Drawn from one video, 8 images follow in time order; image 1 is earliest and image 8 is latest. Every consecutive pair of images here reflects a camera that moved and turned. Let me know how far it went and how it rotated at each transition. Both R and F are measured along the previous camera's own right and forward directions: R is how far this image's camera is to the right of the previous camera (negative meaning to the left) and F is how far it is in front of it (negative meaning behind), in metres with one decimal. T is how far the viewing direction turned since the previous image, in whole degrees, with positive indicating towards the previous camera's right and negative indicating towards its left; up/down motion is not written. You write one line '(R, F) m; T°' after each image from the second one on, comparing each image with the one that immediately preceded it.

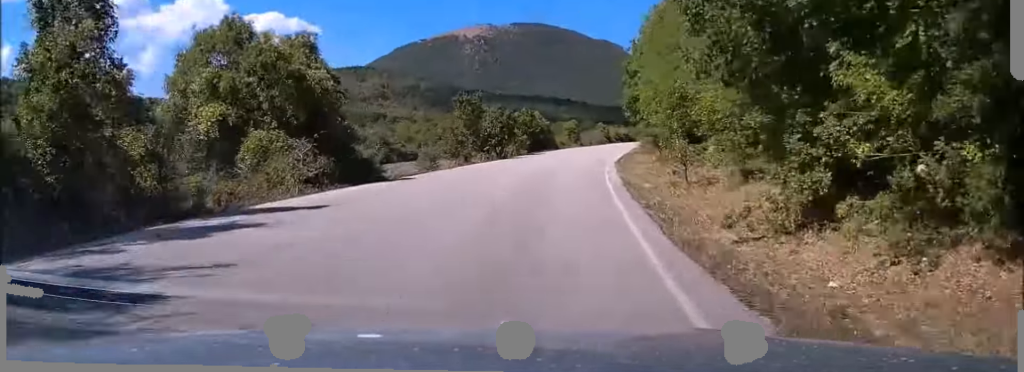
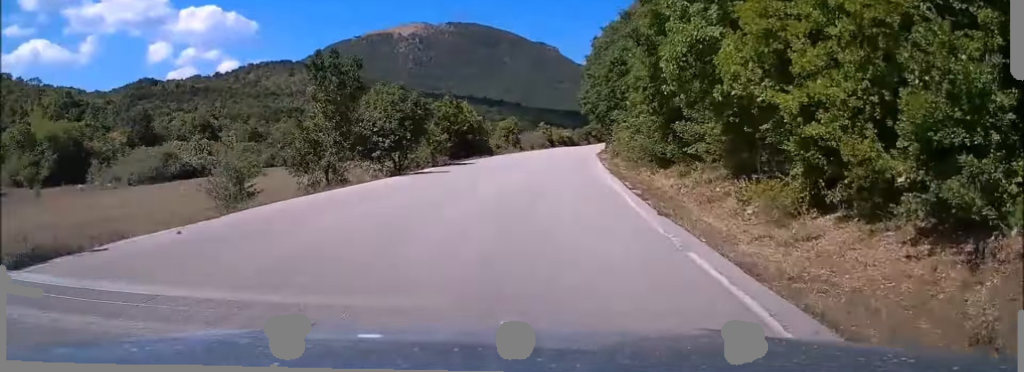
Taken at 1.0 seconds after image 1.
(+0.8, +20.2) m; +5°
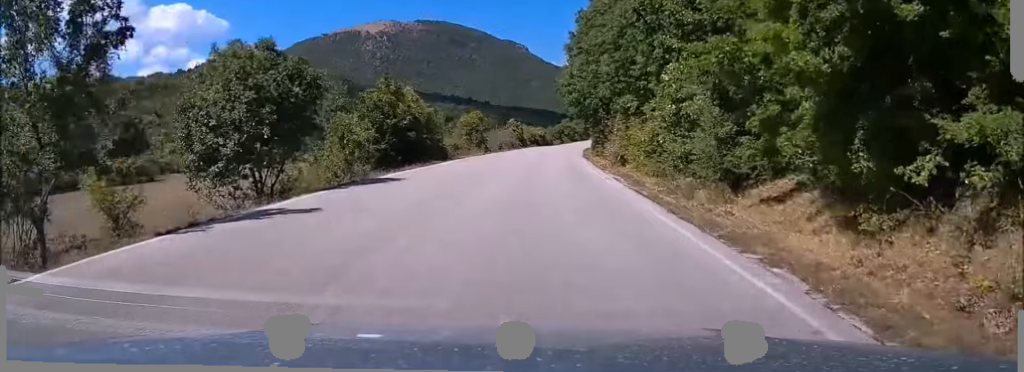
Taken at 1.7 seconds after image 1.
(+0.6, +15.0) m; +3°
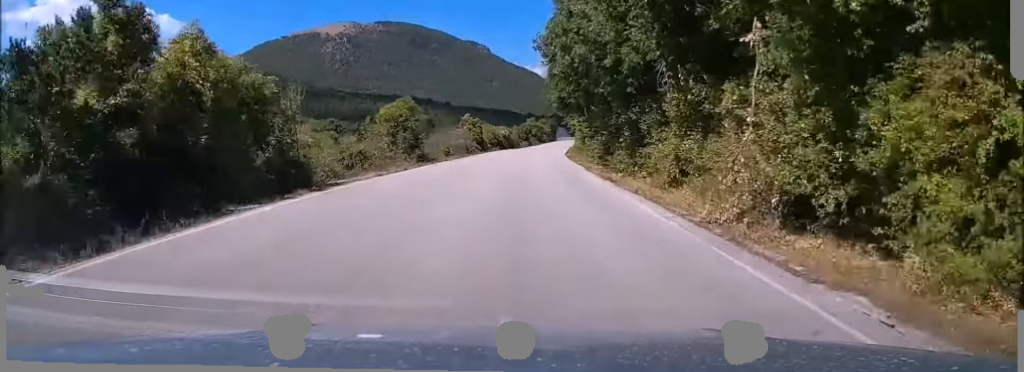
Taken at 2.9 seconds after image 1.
(+0.9, +24.1) m; +3°
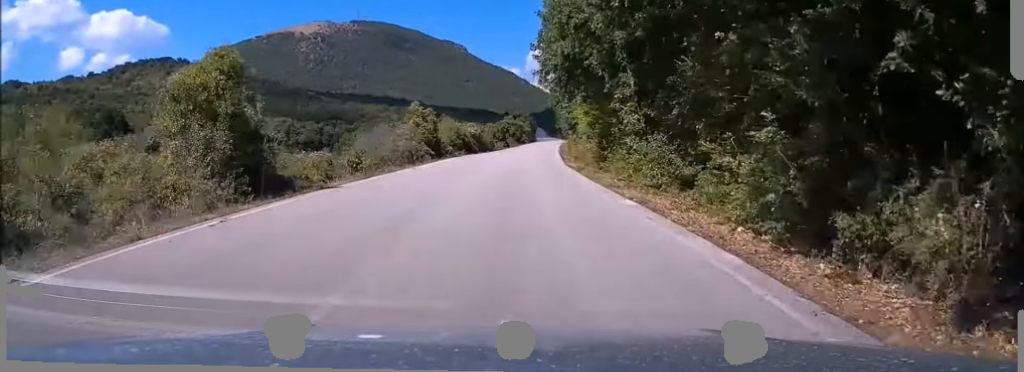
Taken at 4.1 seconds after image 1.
(+0.3, +24.4) m; +1°
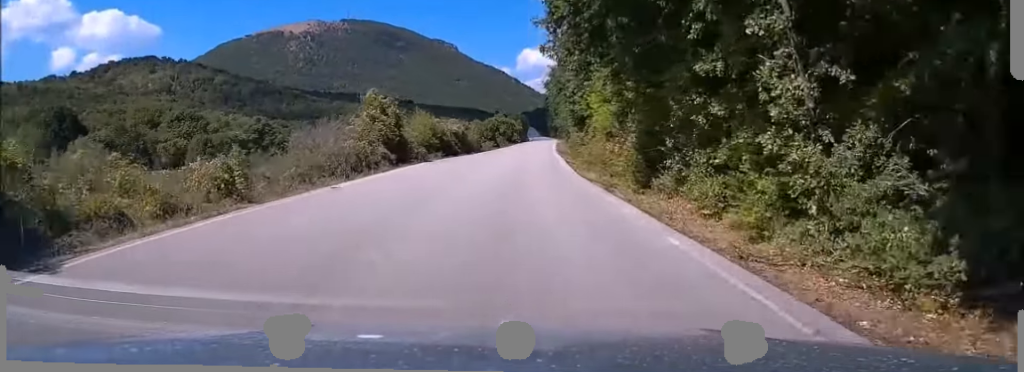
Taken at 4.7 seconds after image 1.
(+0.1, +12.6) m; +1°
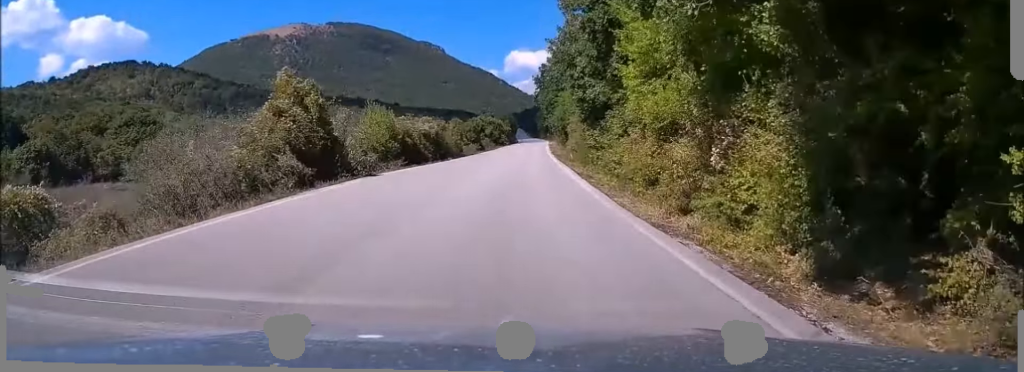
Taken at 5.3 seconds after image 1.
(0.0, +12.7) m; +1°
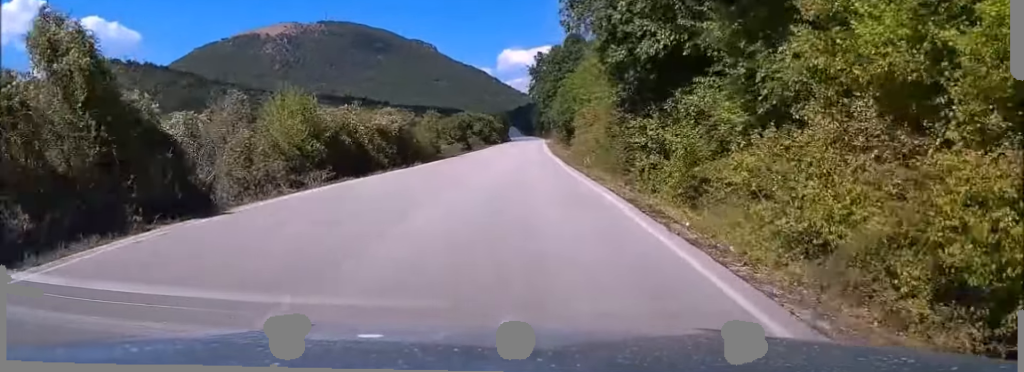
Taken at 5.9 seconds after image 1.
(+0.1, +14.3) m; +1°
